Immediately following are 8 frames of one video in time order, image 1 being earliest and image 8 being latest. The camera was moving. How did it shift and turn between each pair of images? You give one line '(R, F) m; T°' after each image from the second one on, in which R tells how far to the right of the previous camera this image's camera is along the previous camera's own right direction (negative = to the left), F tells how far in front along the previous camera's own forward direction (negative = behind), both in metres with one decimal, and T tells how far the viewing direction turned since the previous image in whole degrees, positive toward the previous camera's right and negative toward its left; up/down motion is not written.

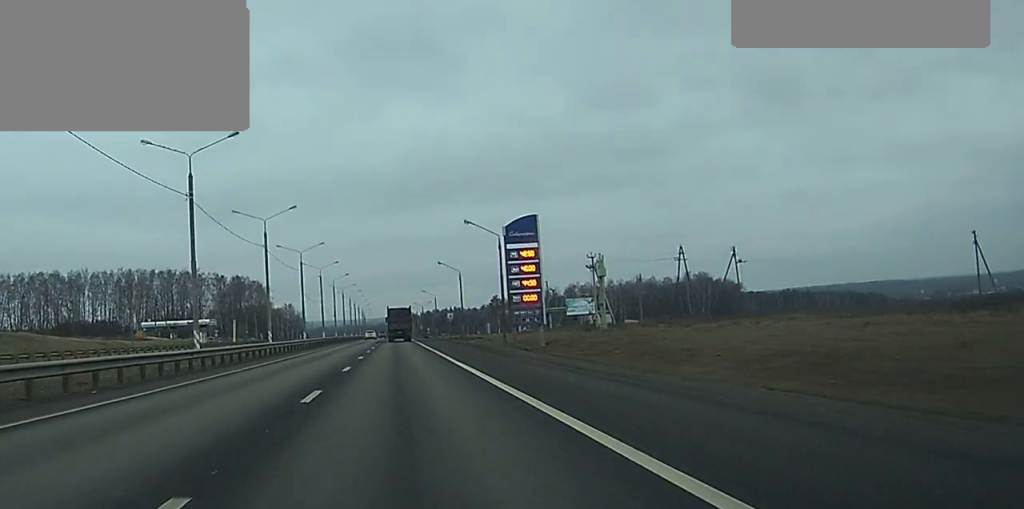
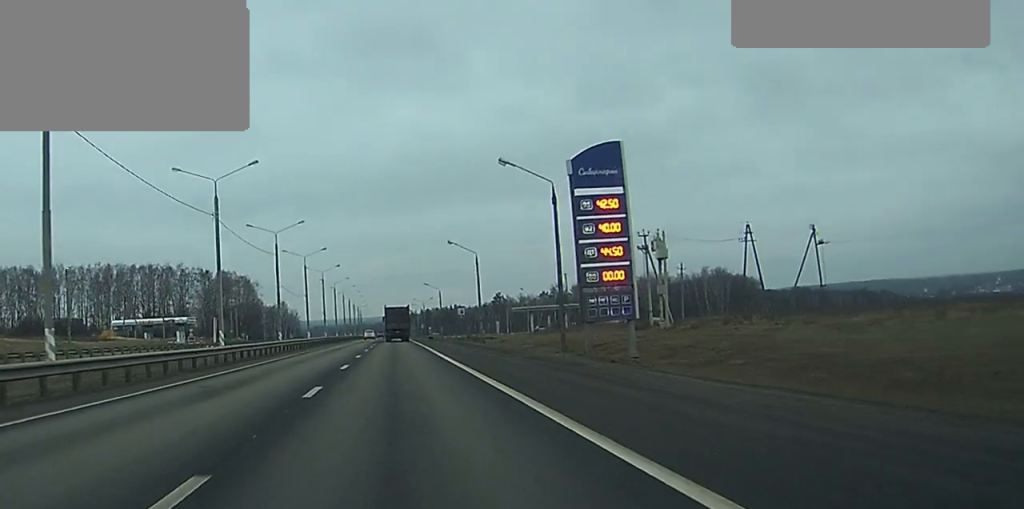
(0.0, +22.9) m; 0°
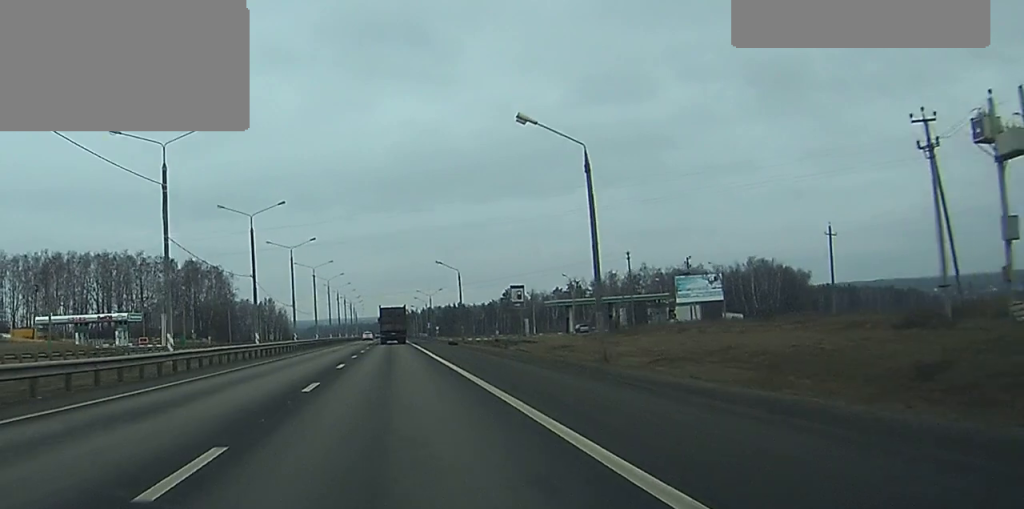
(+0.1, +45.8) m; 0°
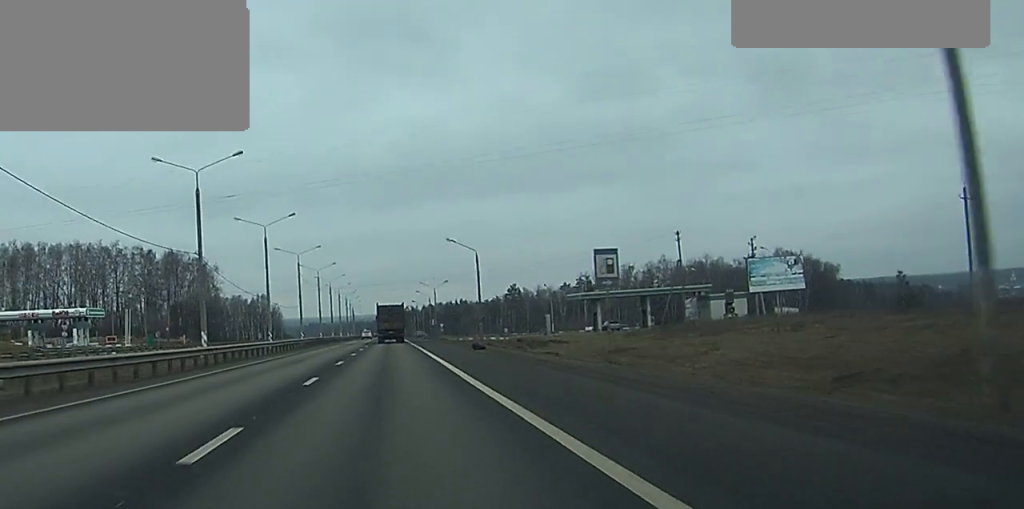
(0.0, +22.0) m; 0°
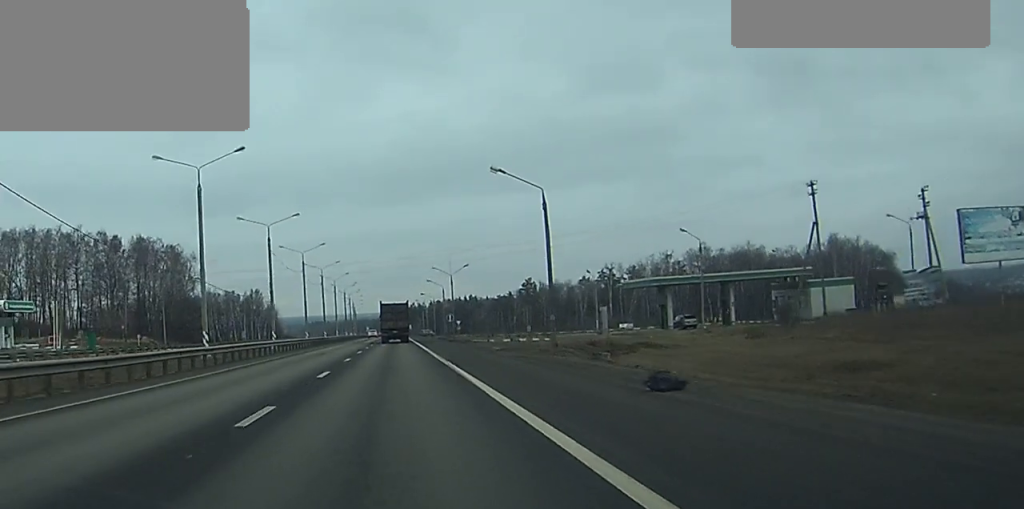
(0.0, +32.6) m; 0°
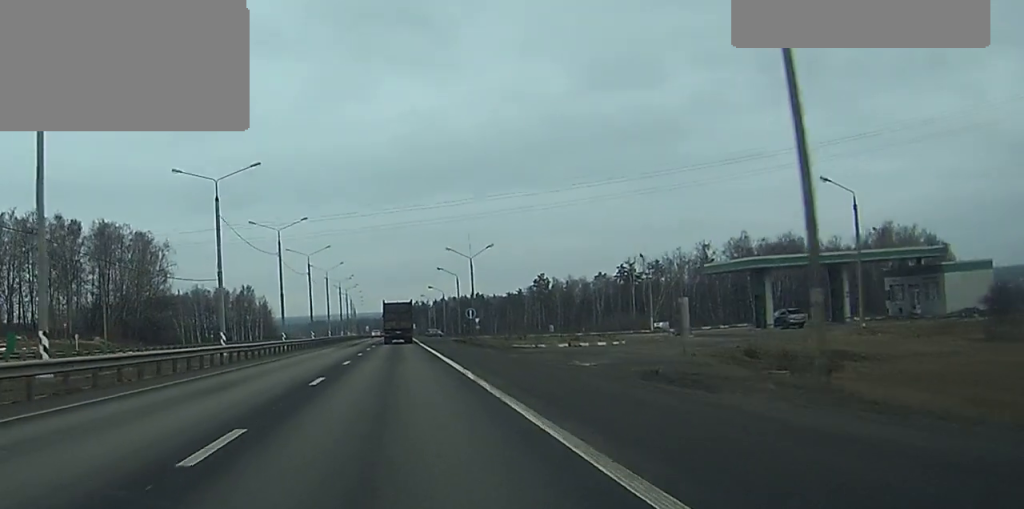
(0.0, +27.3) m; 0°
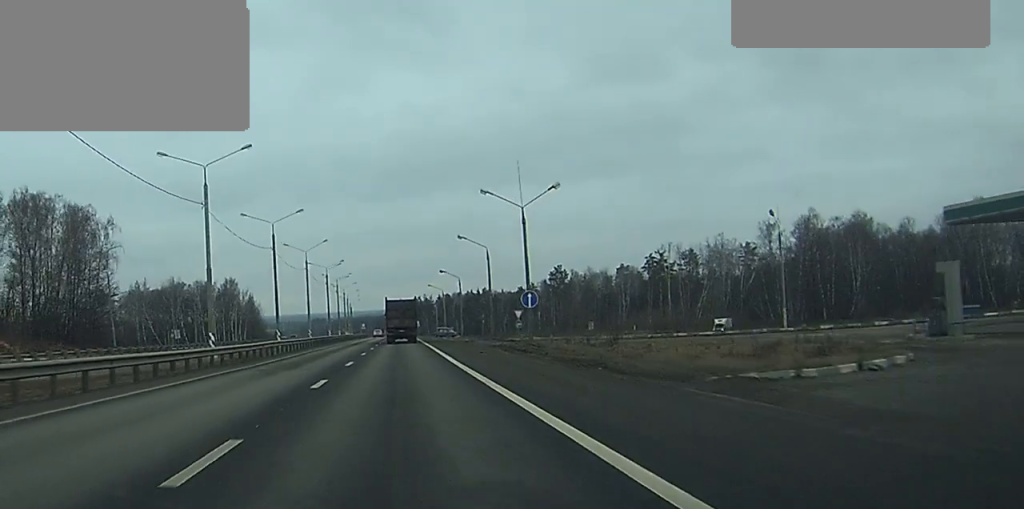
(-0.1, +37.0) m; 0°
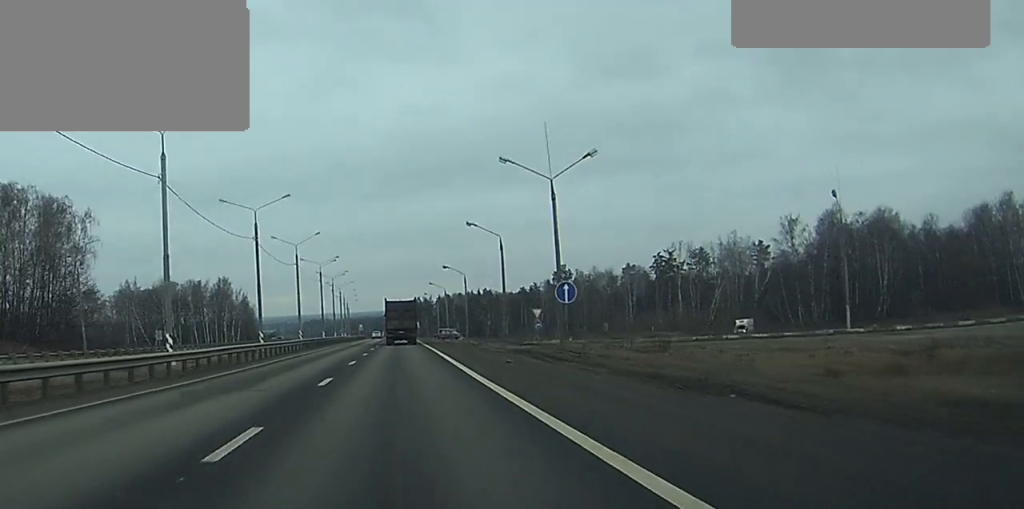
(0.0, +10.5) m; 0°
